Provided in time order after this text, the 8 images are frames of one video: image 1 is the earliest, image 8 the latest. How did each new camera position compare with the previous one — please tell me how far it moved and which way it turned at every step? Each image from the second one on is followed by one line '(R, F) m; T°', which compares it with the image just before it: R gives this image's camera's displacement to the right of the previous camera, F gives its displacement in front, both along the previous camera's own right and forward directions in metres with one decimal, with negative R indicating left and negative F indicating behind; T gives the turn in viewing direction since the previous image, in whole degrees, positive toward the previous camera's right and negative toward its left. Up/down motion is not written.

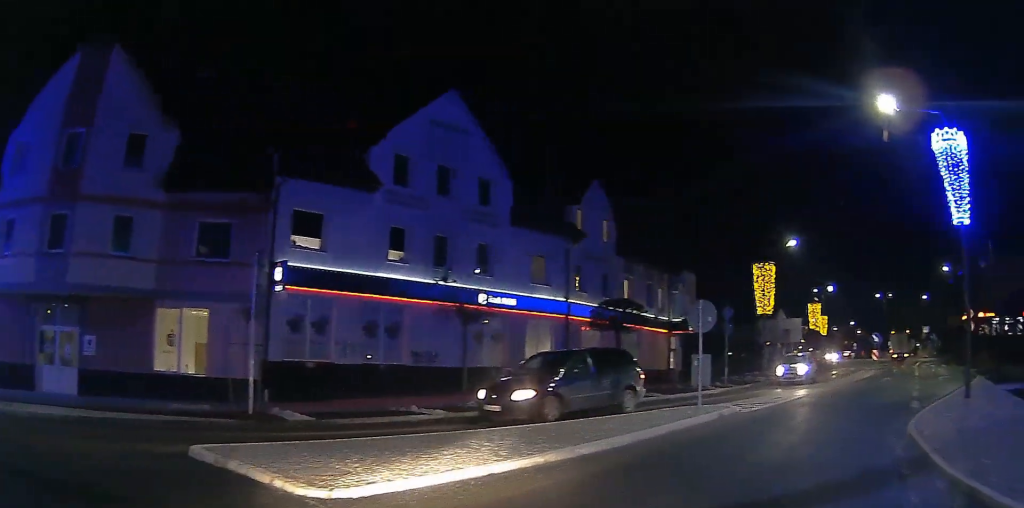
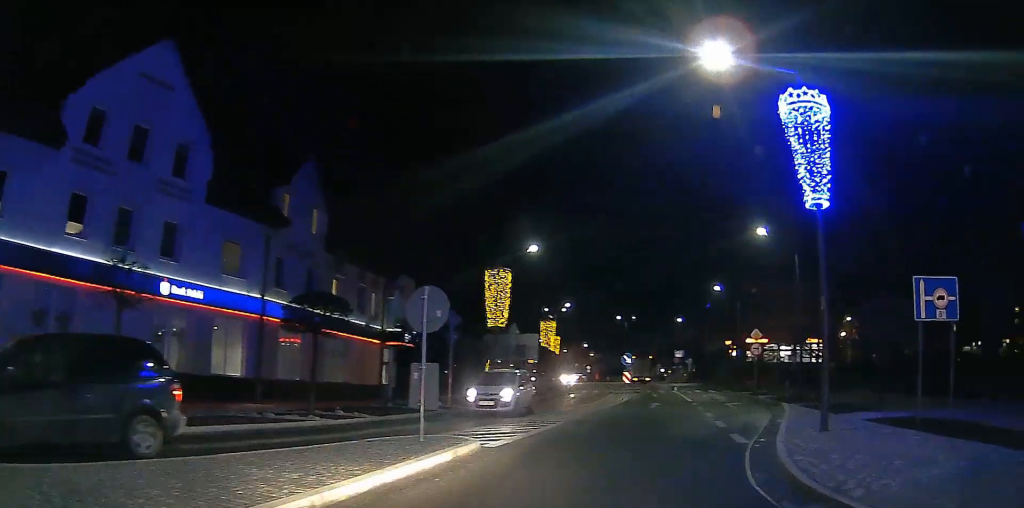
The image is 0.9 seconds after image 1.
(+1.1, +4.9) m; +16°
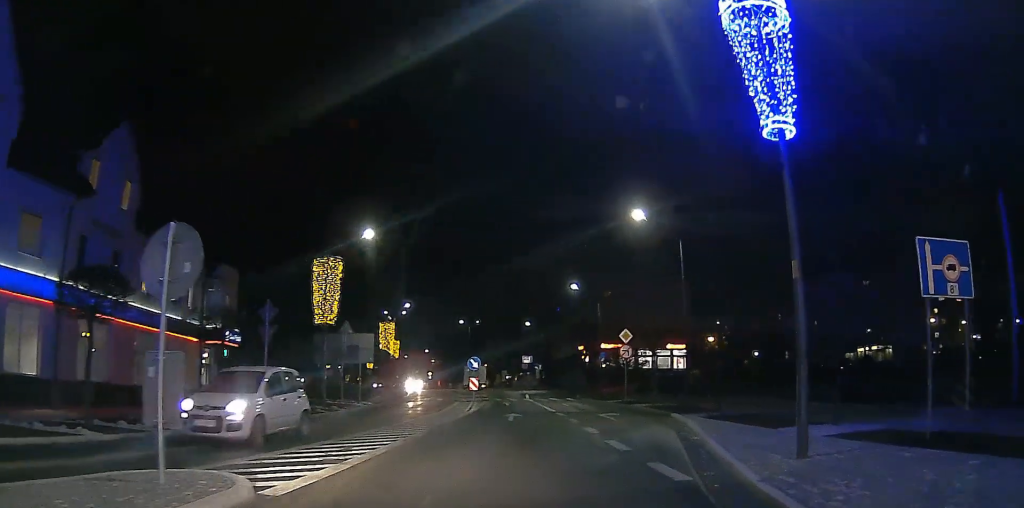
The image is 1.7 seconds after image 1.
(-0.1, +4.5) m; +9°
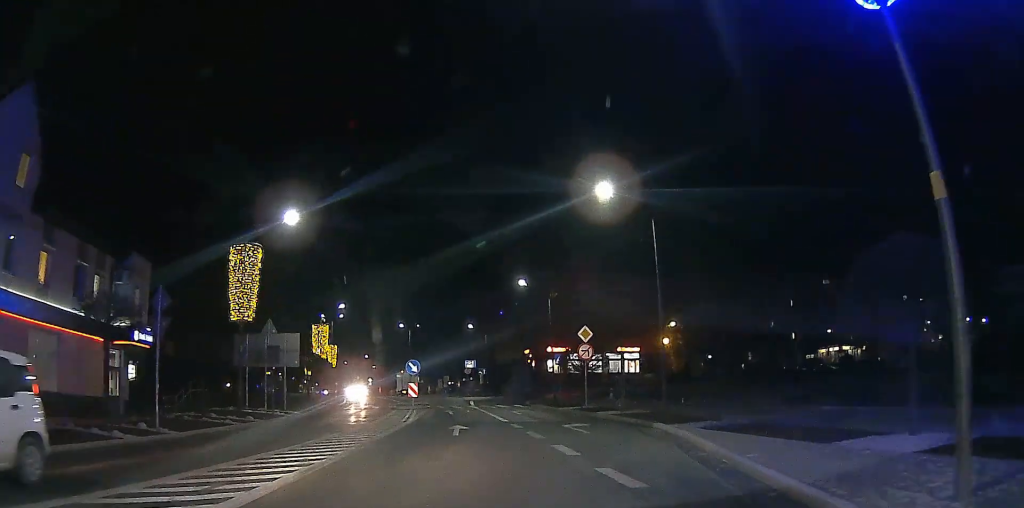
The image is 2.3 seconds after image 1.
(+0.7, +4.2) m; +4°
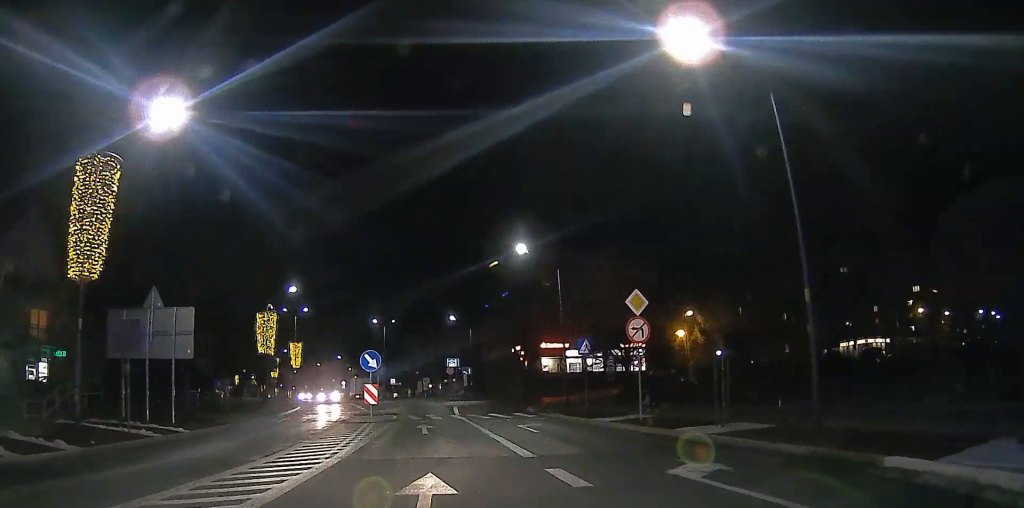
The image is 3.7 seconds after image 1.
(+0.2, +11.0) m; +3°
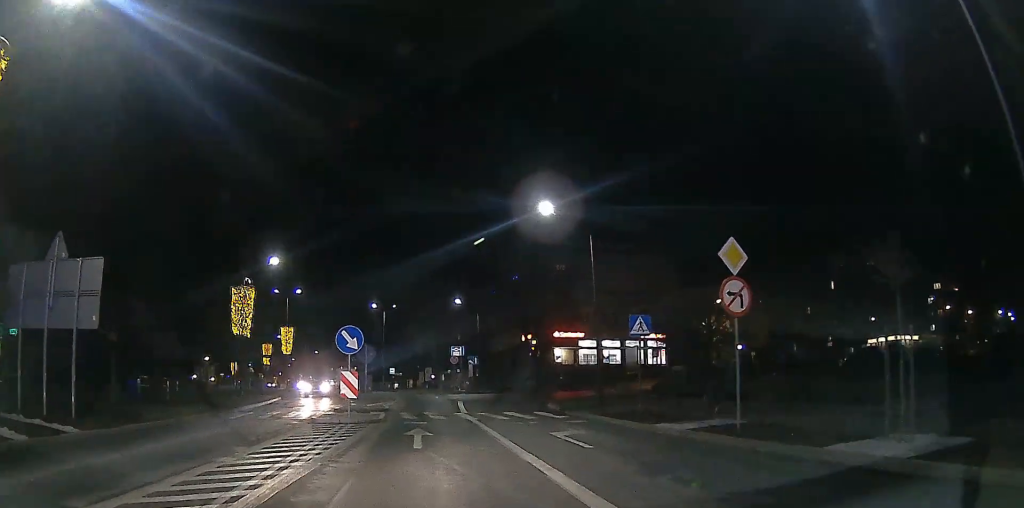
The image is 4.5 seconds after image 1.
(+0.2, +6.5) m; +4°
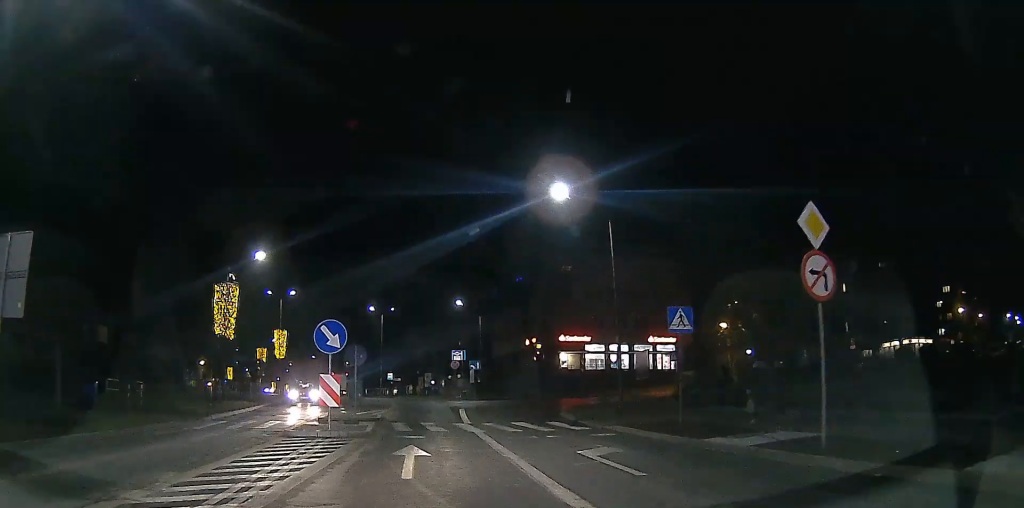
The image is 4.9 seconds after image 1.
(+0.1, +3.4) m; 0°
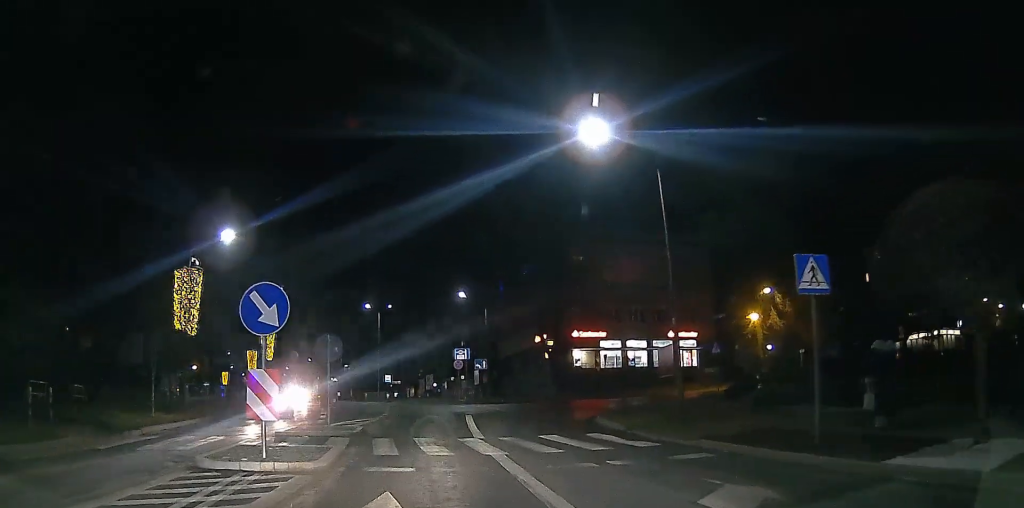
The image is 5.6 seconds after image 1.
(+0.4, +5.9) m; -2°
